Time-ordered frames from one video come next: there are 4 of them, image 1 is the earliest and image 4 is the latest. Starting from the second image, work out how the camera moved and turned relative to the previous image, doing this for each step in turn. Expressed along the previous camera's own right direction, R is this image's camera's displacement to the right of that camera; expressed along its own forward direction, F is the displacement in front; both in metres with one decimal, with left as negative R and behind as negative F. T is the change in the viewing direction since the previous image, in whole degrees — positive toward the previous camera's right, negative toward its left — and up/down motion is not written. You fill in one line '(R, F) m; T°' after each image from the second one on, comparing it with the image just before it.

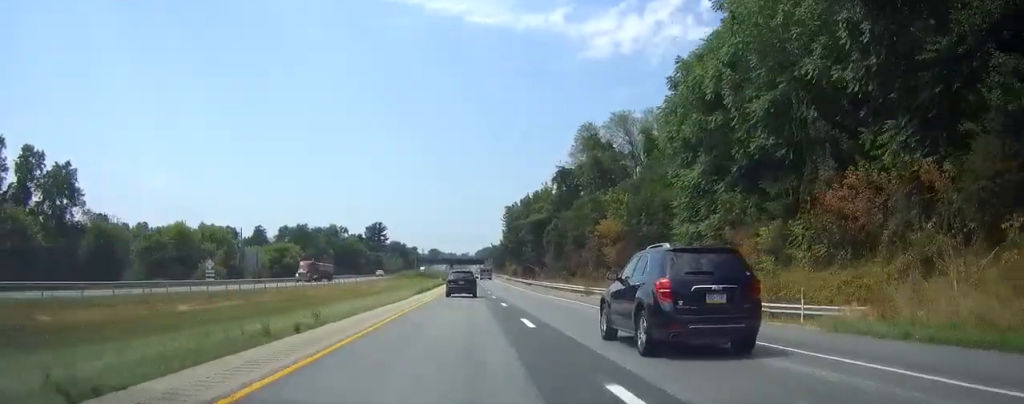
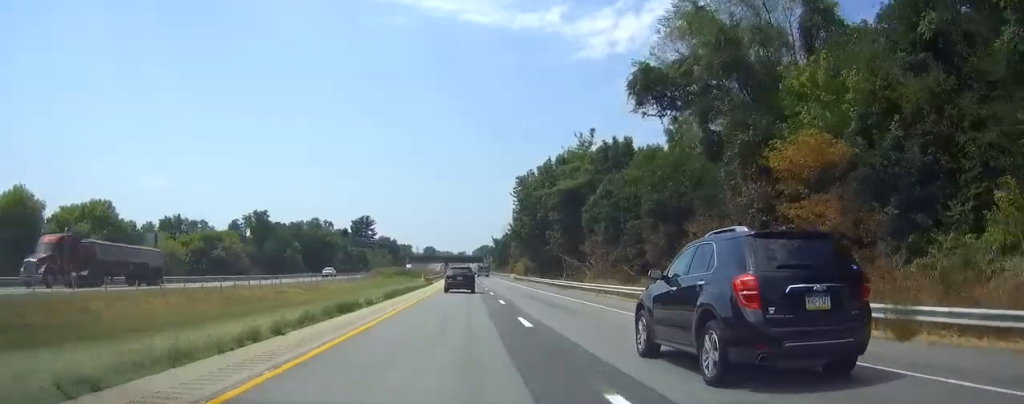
(+0.3, +36.8) m; 0°
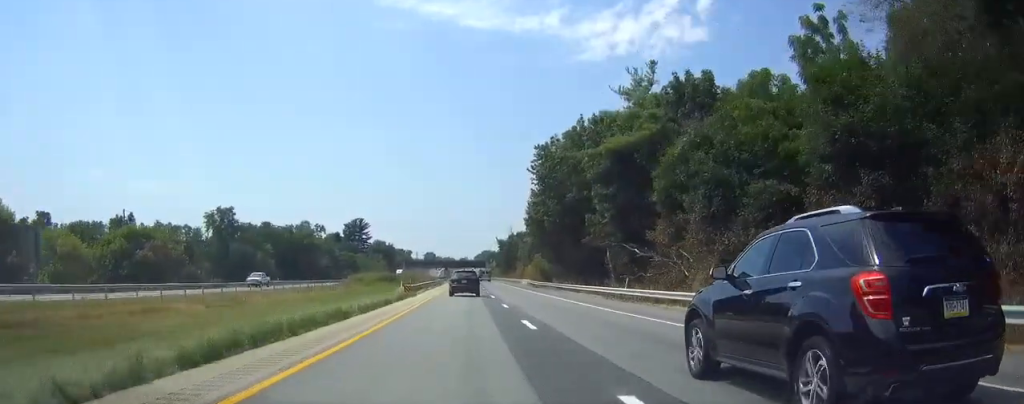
(0.0, +24.2) m; 0°
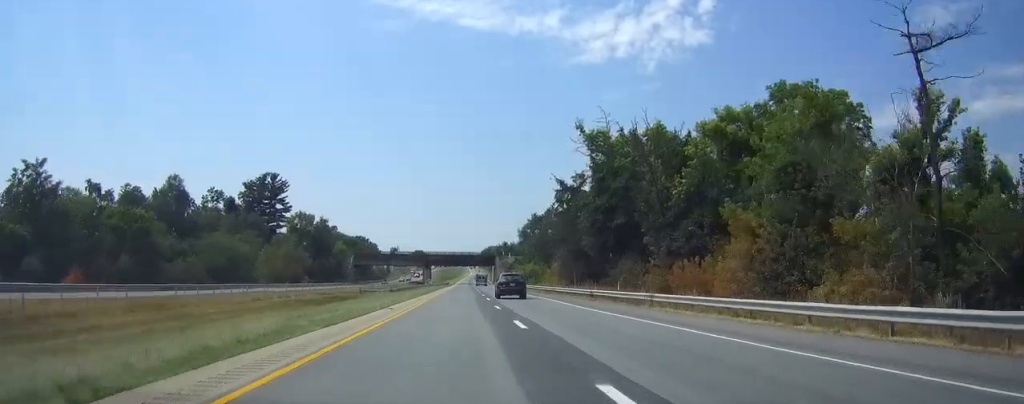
(-0.5, +144.7) m; 0°
